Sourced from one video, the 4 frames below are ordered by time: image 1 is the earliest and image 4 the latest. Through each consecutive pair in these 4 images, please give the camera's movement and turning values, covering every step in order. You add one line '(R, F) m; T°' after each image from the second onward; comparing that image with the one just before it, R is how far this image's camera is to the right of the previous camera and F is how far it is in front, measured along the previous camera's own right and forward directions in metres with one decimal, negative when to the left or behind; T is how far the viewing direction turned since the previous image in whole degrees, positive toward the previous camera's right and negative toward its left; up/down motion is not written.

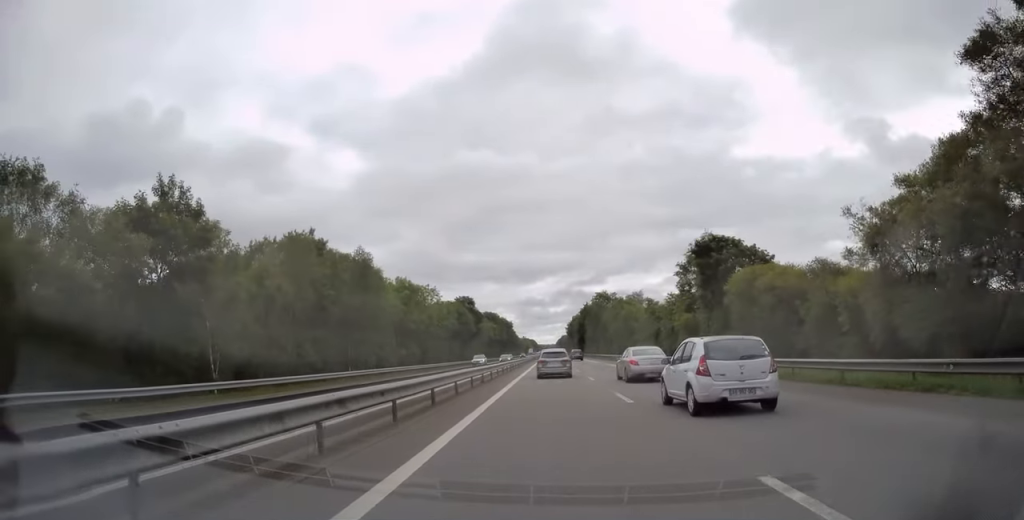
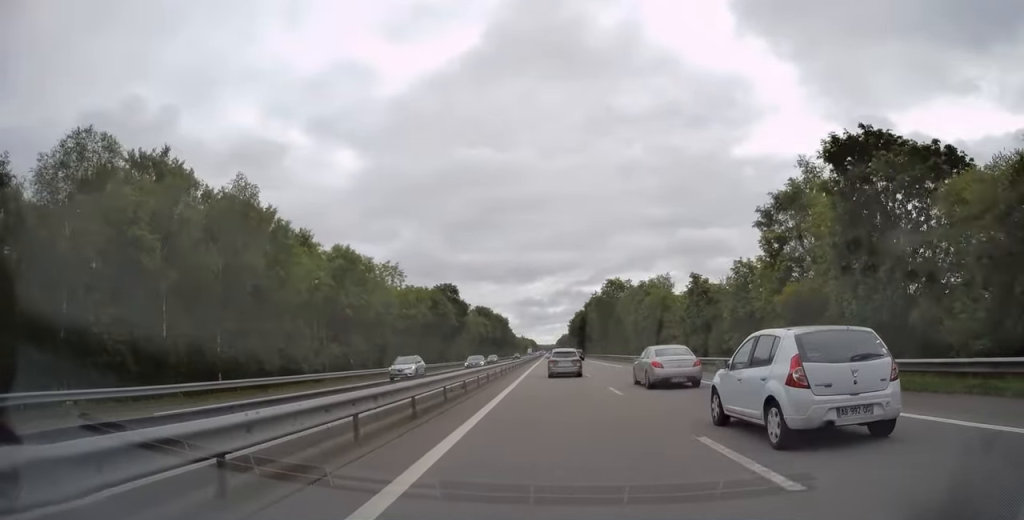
(0.0, +22.7) m; +1°
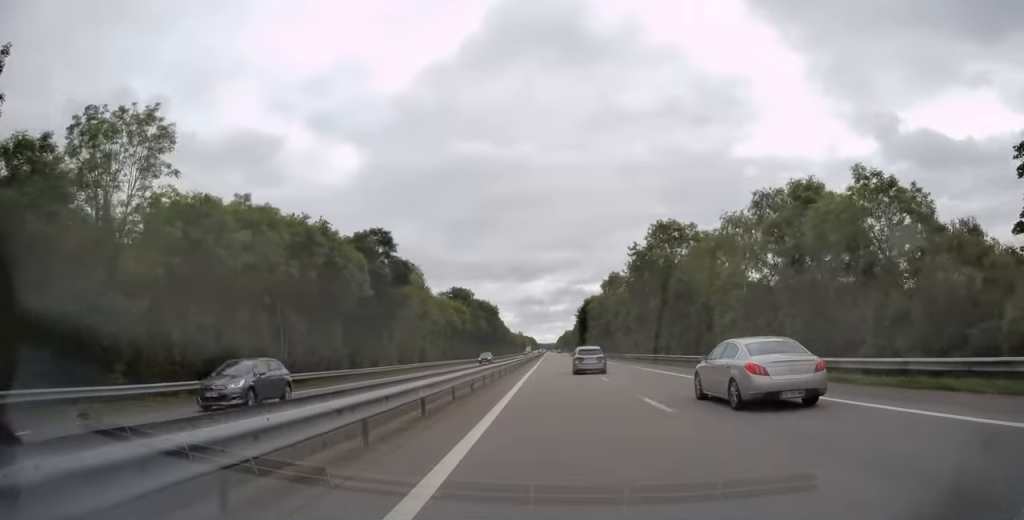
(+0.3, +44.3) m; 0°
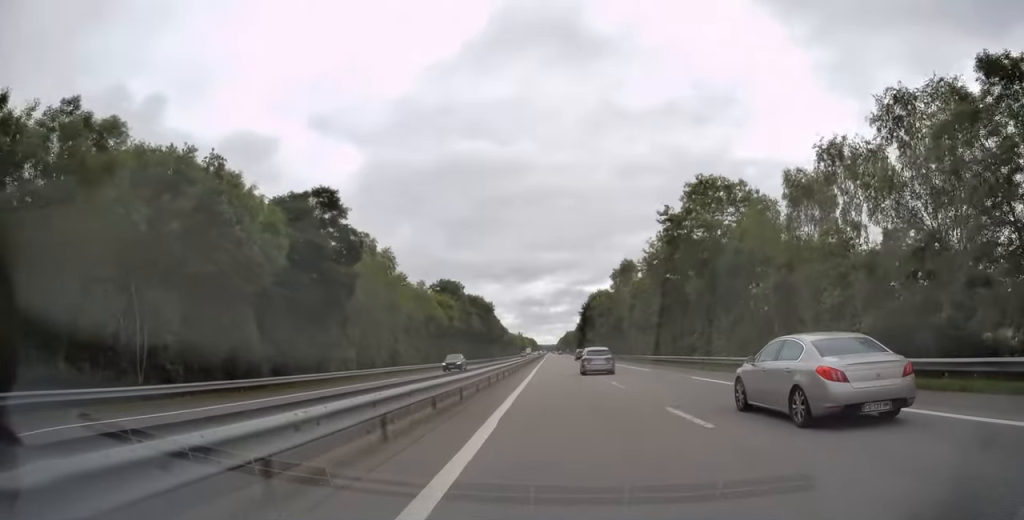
(-0.1, +15.3) m; 0°
